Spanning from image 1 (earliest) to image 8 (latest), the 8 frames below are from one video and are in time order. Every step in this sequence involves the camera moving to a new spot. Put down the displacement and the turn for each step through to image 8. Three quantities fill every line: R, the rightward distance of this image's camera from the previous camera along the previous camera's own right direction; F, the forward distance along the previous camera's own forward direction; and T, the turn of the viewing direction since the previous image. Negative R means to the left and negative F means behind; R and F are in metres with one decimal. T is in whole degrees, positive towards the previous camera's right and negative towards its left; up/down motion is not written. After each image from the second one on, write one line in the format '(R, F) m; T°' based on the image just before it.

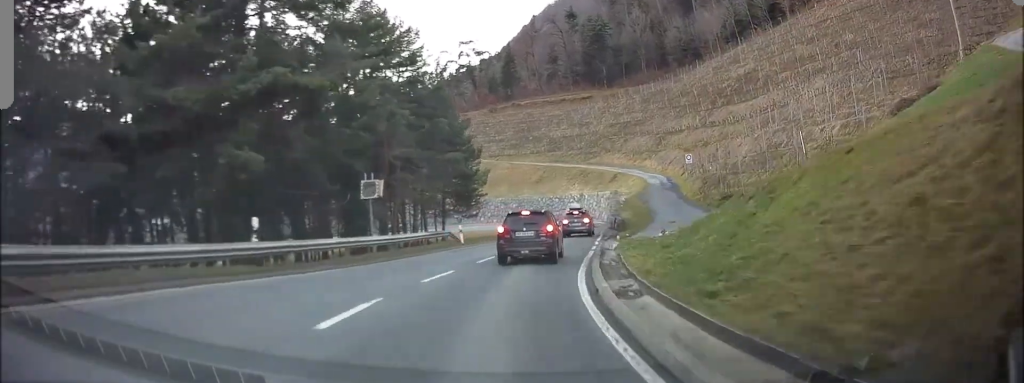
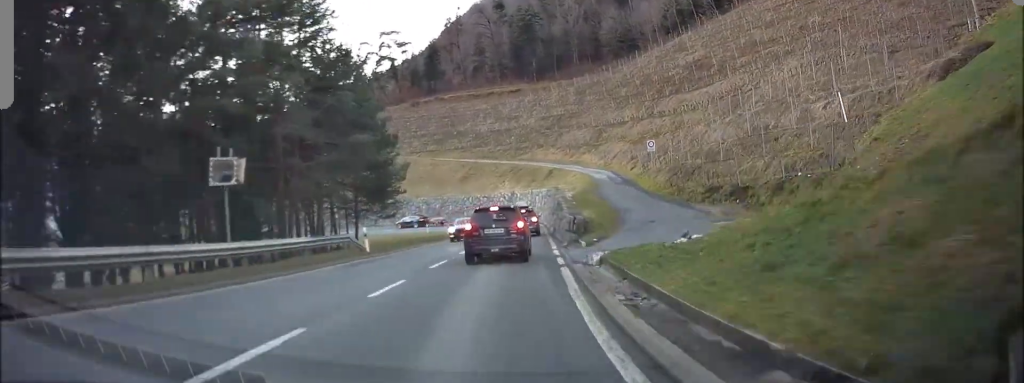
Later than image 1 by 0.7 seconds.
(+0.2, +8.4) m; +3°
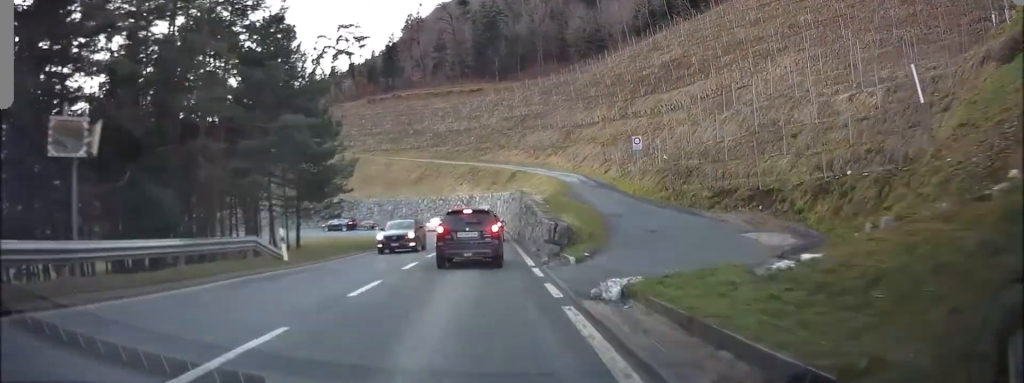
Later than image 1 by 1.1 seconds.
(0.0, +5.5) m; +2°
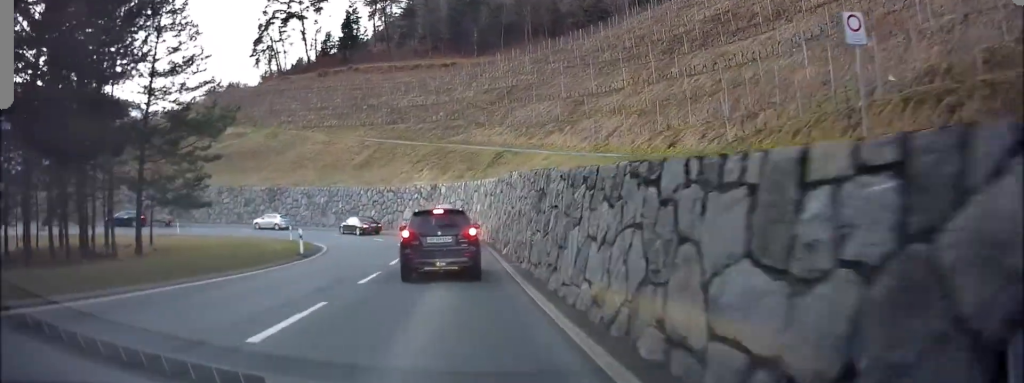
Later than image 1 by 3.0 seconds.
(+4.8, +21.3) m; +24°
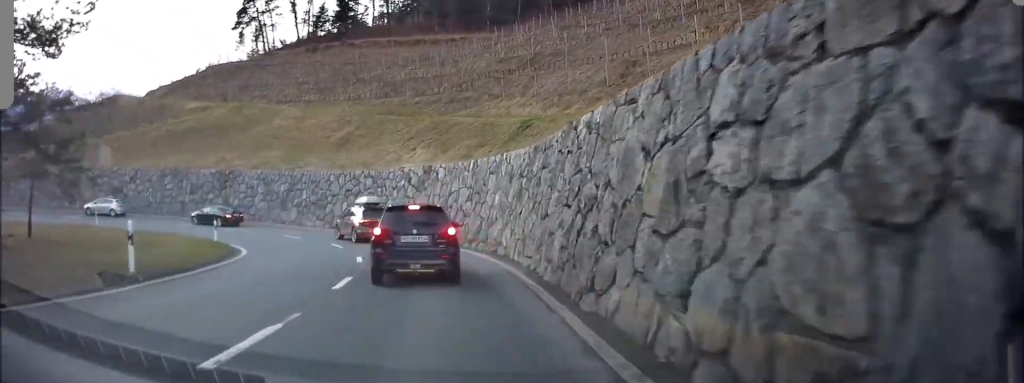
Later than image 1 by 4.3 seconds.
(+0.3, +15.1) m; -1°
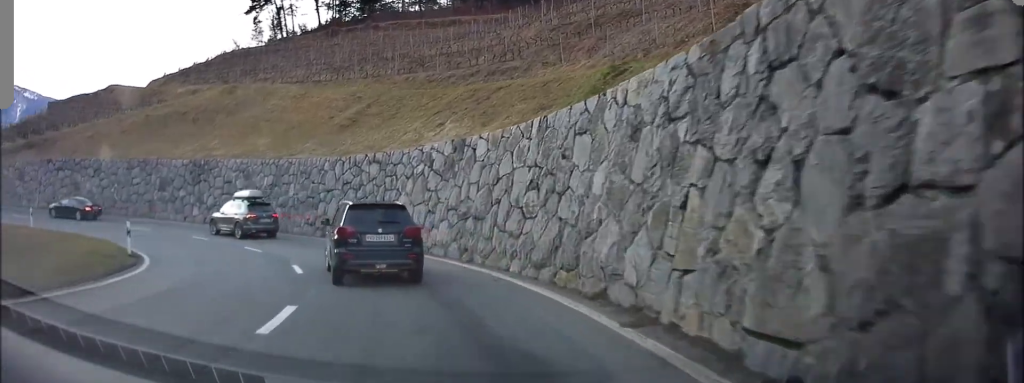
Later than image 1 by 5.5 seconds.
(-0.3, +12.2) m; -1°
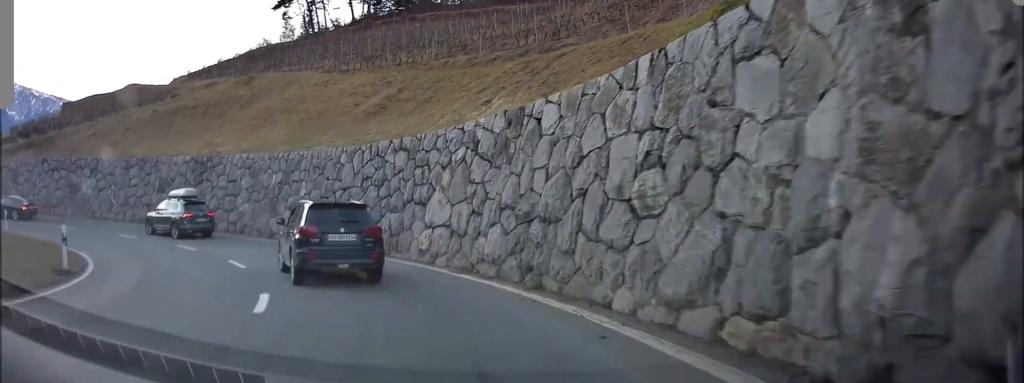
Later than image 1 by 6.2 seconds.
(+0.1, +6.2) m; 0°
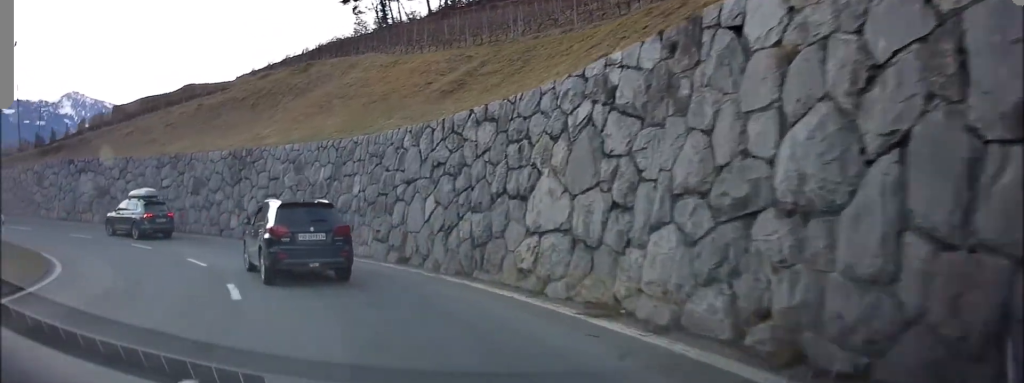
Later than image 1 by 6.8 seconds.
(-0.1, +6.3) m; -6°
